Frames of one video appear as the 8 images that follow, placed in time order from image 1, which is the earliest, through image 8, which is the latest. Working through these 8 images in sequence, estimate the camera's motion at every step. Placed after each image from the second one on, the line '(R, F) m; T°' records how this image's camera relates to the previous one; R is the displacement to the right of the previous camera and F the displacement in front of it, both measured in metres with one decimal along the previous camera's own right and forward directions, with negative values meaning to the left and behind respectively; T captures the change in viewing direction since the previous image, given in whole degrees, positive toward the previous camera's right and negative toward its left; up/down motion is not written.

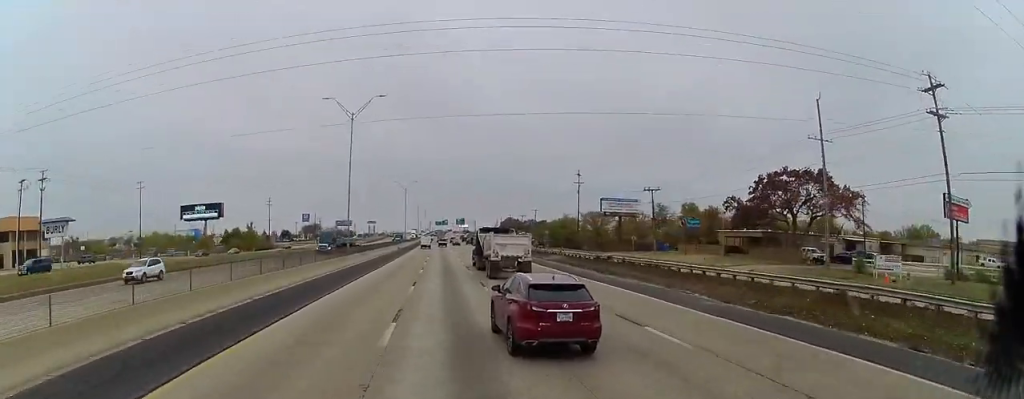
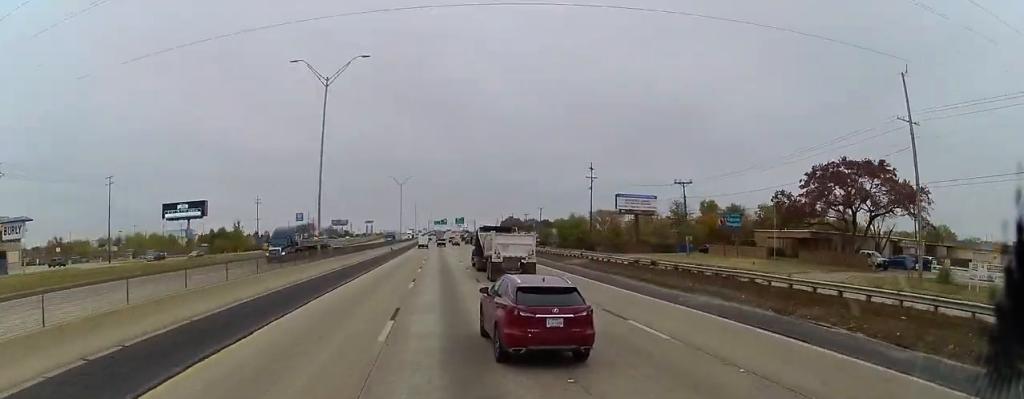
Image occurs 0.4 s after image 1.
(+0.1, +11.6) m; 0°
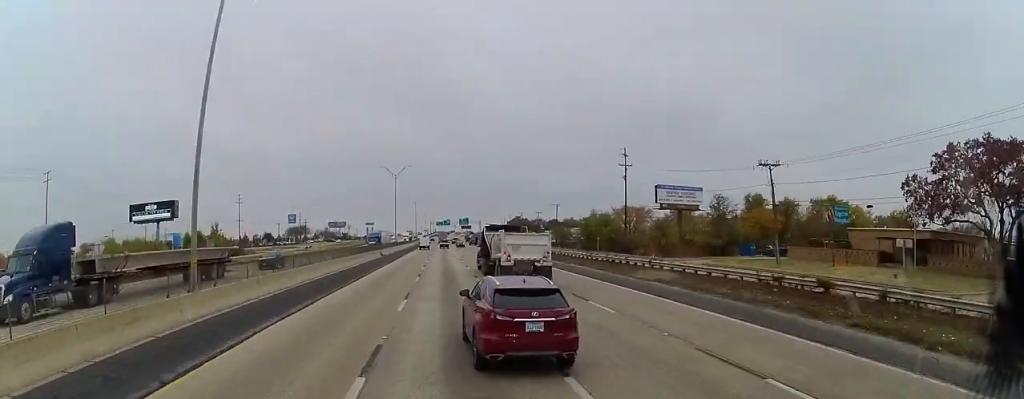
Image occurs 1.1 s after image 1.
(-0.1, +20.1) m; 0°
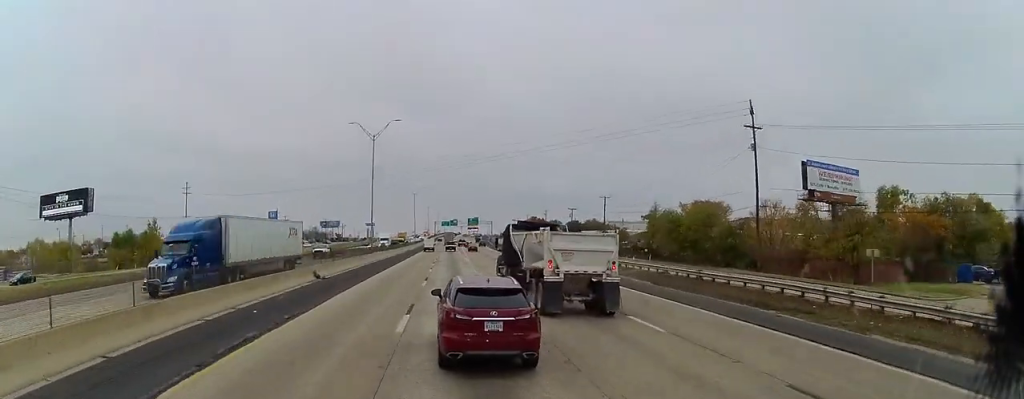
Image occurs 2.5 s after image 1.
(+0.4, +39.7) m; 0°
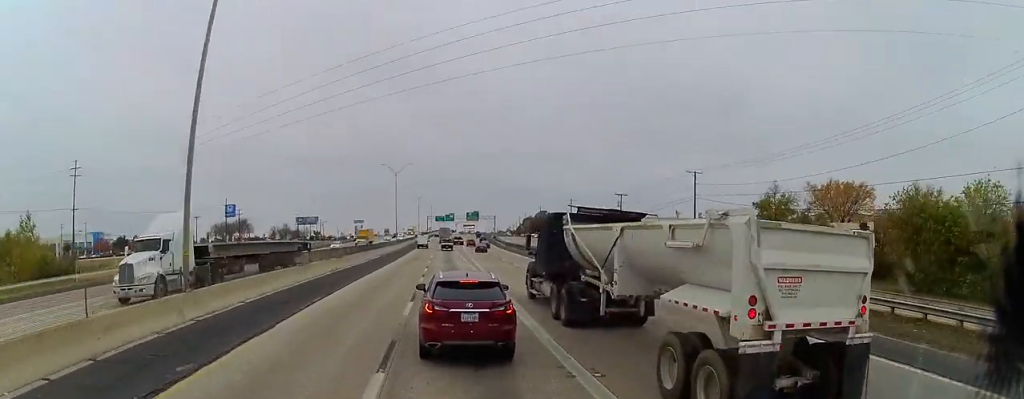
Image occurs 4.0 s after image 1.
(+0.4, +41.6) m; +3°
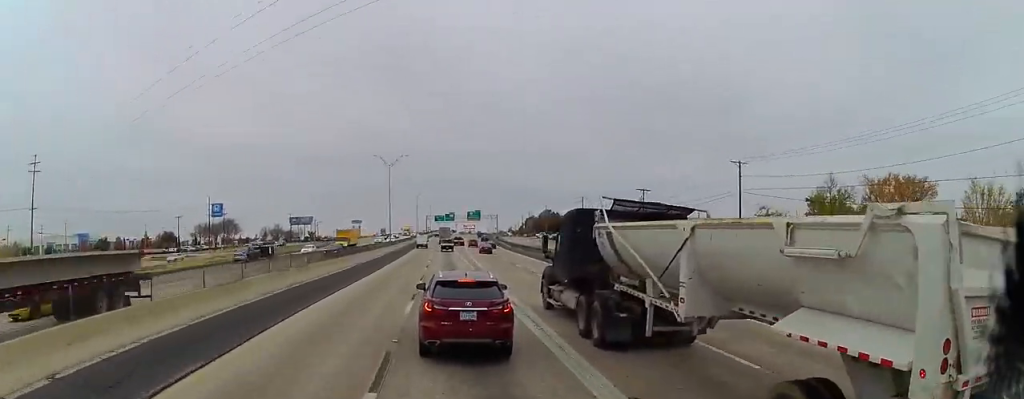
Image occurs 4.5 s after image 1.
(+0.1, +11.4) m; +1°
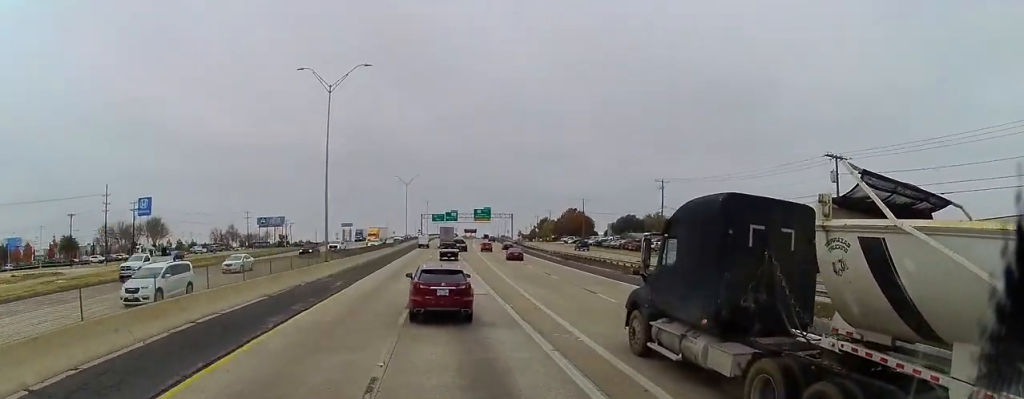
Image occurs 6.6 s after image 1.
(+0.5, +48.3) m; -1°
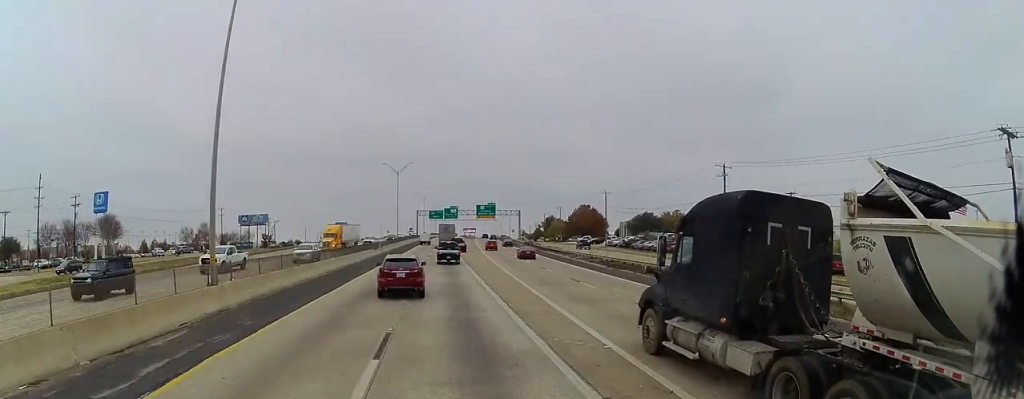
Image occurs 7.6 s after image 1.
(-0.6, +19.9) m; -3°
